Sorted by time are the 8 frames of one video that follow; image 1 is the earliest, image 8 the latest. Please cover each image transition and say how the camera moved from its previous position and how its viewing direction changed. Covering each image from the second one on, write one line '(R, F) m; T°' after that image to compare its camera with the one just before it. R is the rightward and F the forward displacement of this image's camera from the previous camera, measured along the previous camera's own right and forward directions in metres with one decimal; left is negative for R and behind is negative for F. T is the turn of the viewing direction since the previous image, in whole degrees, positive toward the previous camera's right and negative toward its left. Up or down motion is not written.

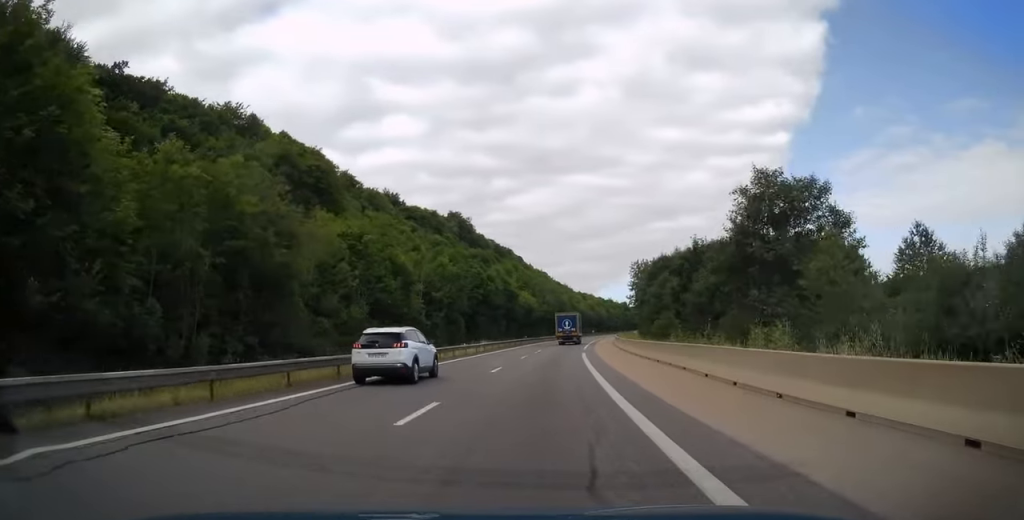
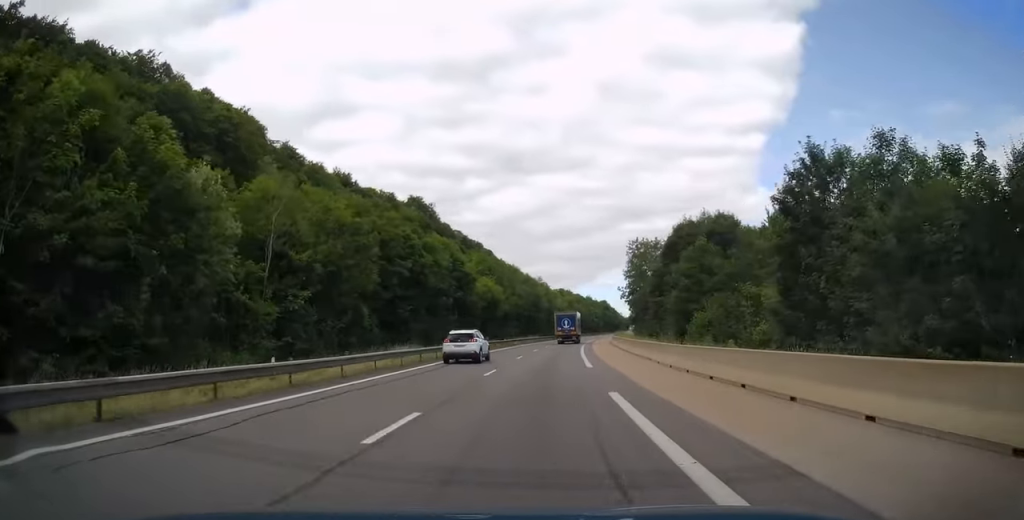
(+0.1, +27.4) m; +3°
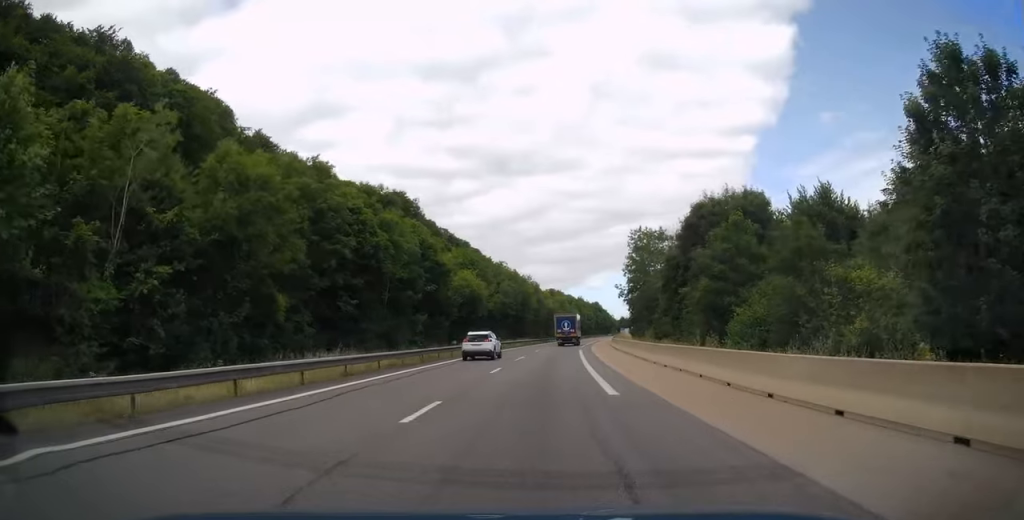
(+0.4, +10.9) m; +1°
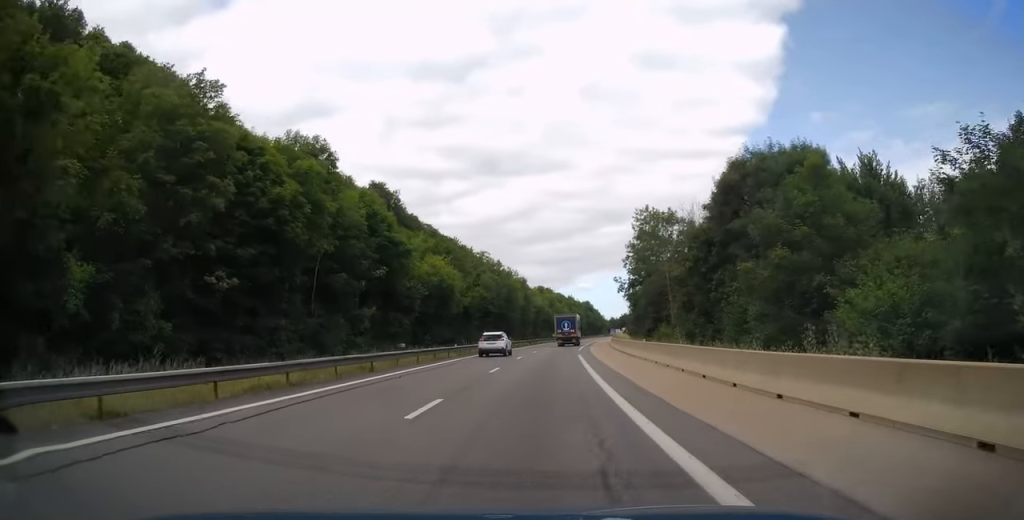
(+0.2, +12.5) m; +1°
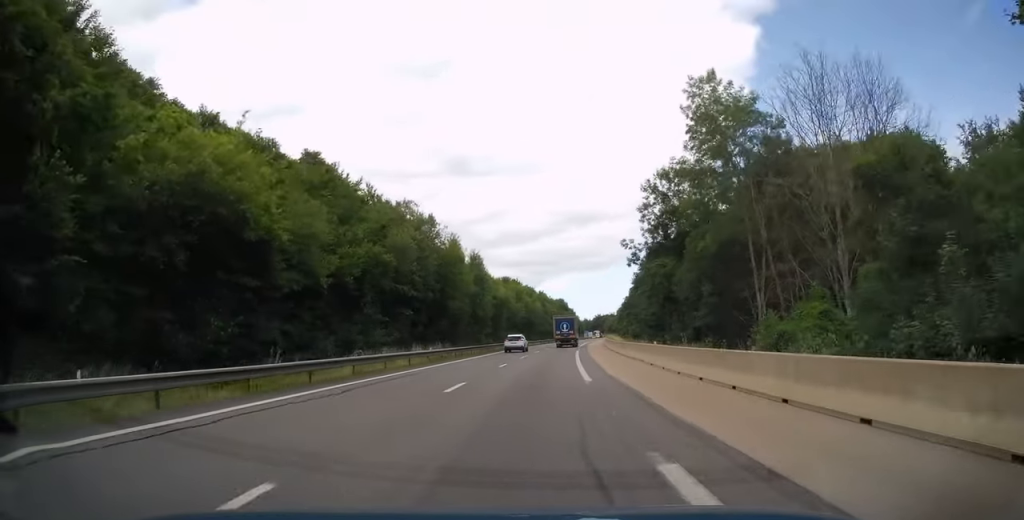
(+0.7, +33.5) m; +3°
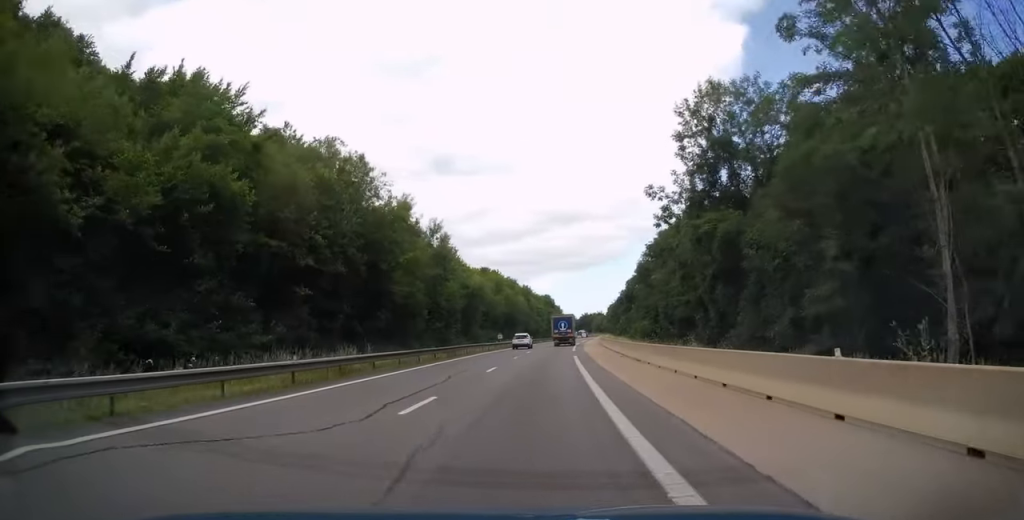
(+0.4, +17.4) m; +2°
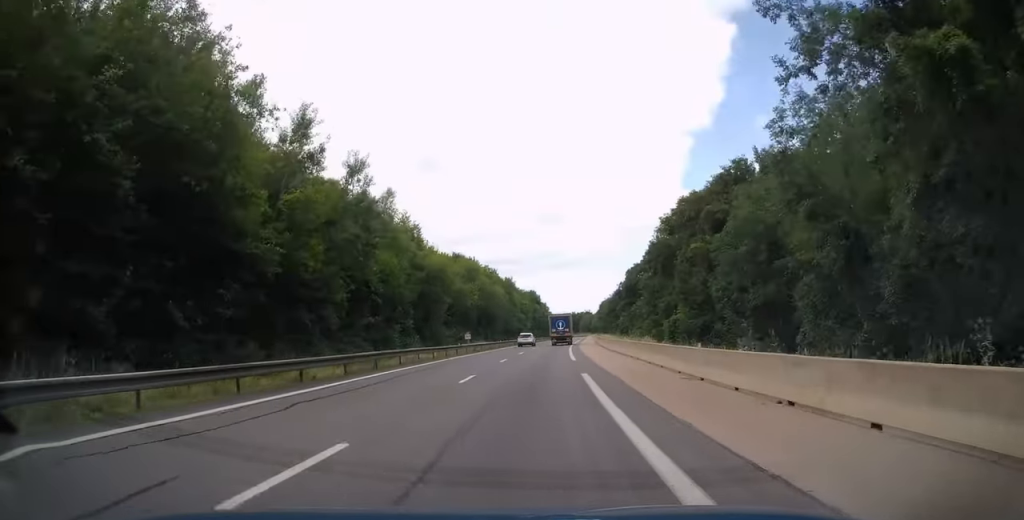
(0.0, +19.0) m; +2°
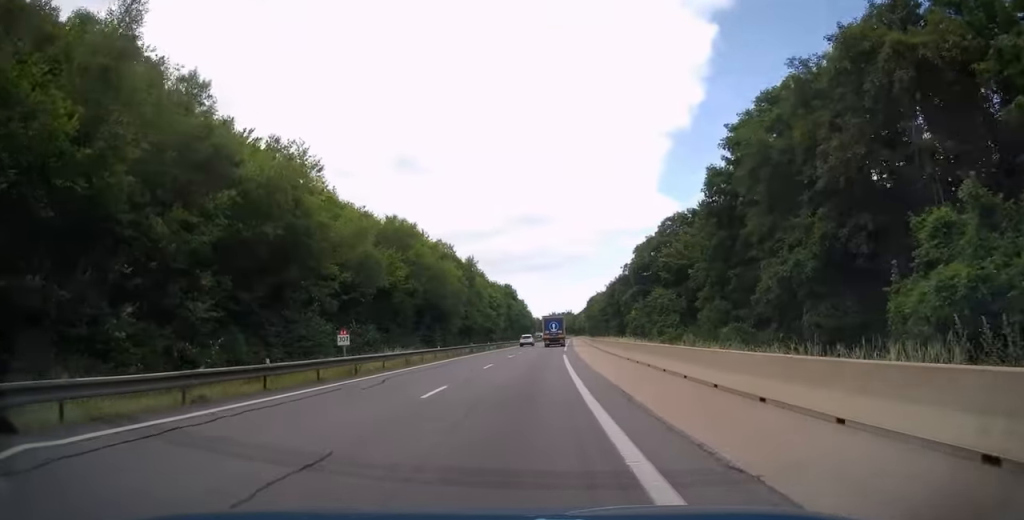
(+1.0, +29.6) m; +2°
